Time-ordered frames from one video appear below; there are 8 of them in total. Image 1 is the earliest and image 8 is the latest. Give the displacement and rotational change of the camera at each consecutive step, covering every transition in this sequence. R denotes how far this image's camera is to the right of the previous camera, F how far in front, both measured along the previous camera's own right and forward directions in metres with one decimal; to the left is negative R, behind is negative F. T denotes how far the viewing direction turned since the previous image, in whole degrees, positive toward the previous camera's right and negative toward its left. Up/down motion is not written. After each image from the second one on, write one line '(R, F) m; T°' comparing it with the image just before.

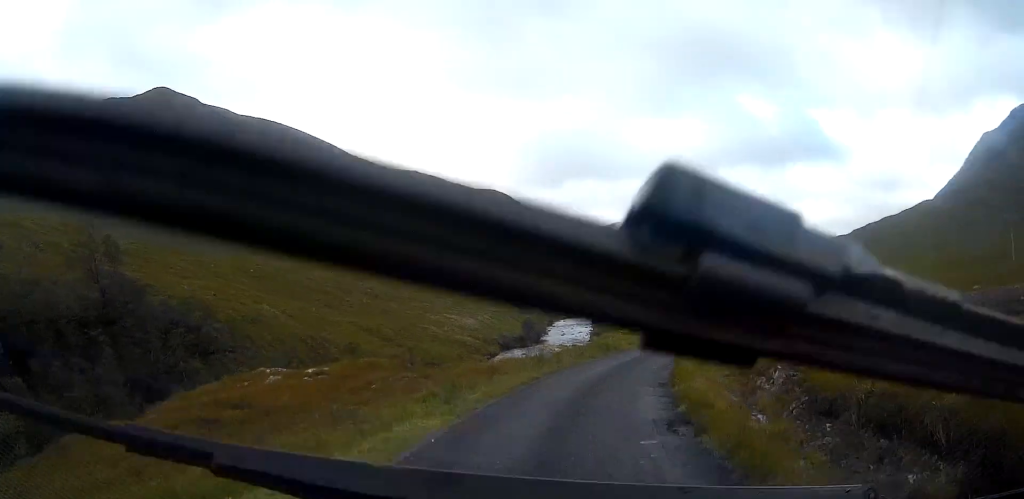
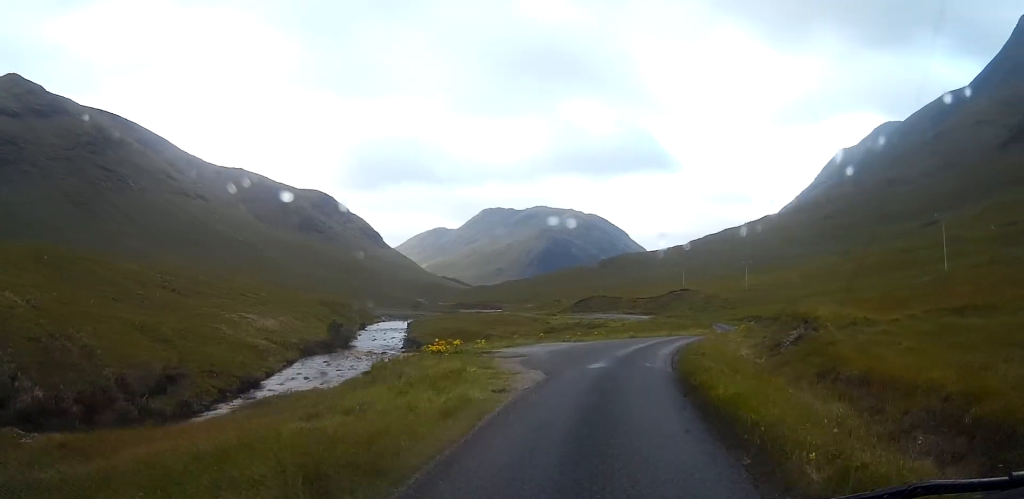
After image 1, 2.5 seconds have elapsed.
(+2.4, +23.1) m; +13°
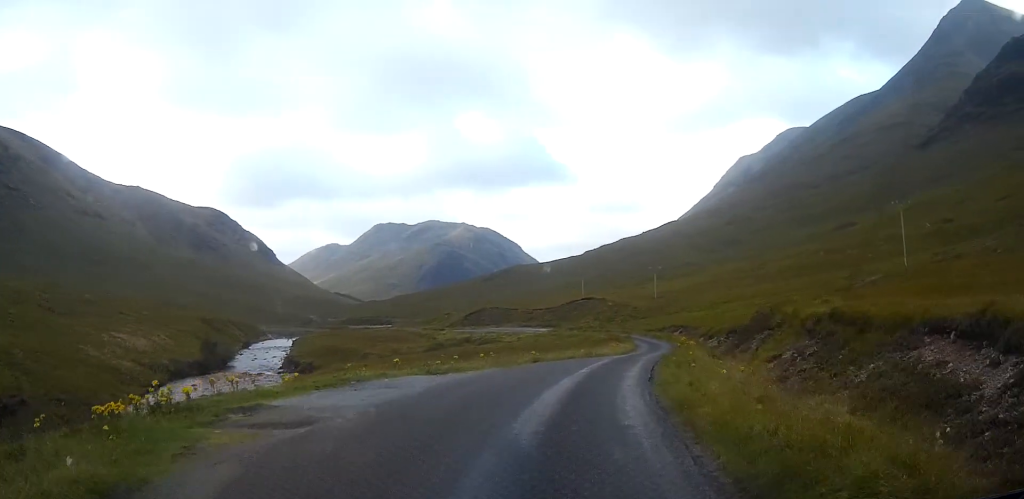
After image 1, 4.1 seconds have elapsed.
(+1.3, +15.3) m; +8°
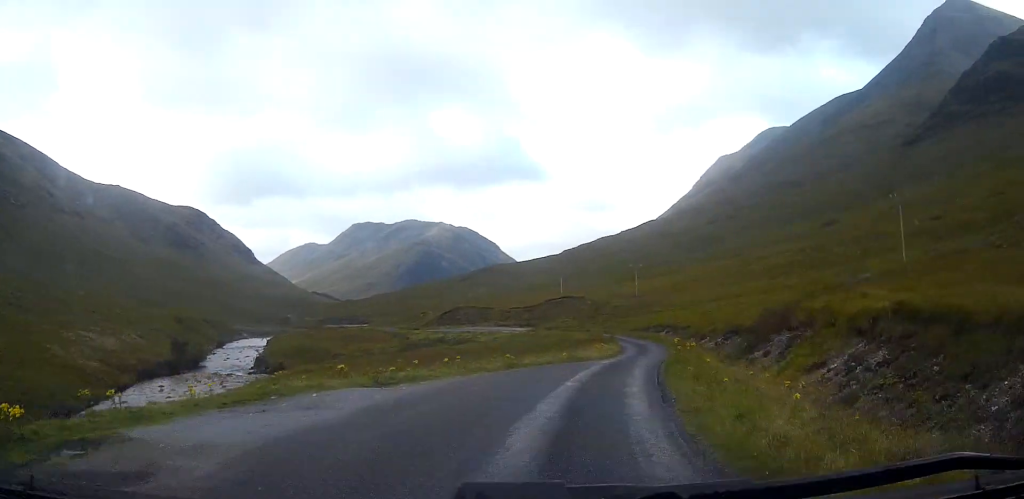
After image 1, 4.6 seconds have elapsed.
(+0.1, +4.9) m; +2°
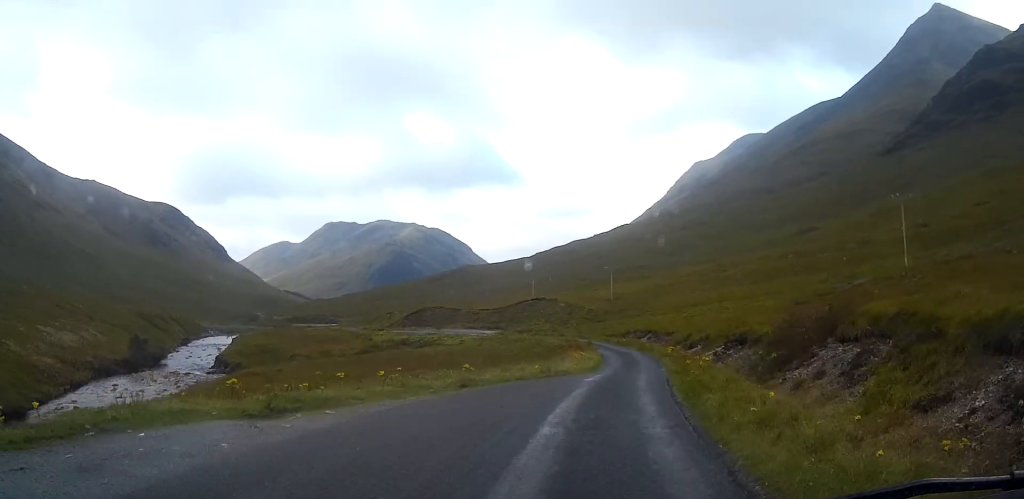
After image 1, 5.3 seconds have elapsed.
(+0.1, +6.5) m; +3°
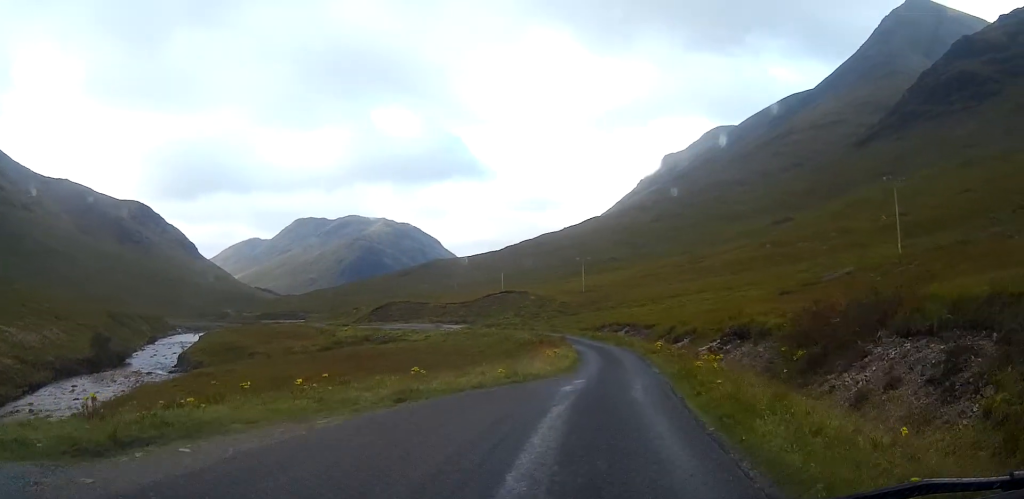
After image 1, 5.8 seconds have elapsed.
(0.0, +4.9) m; +2°
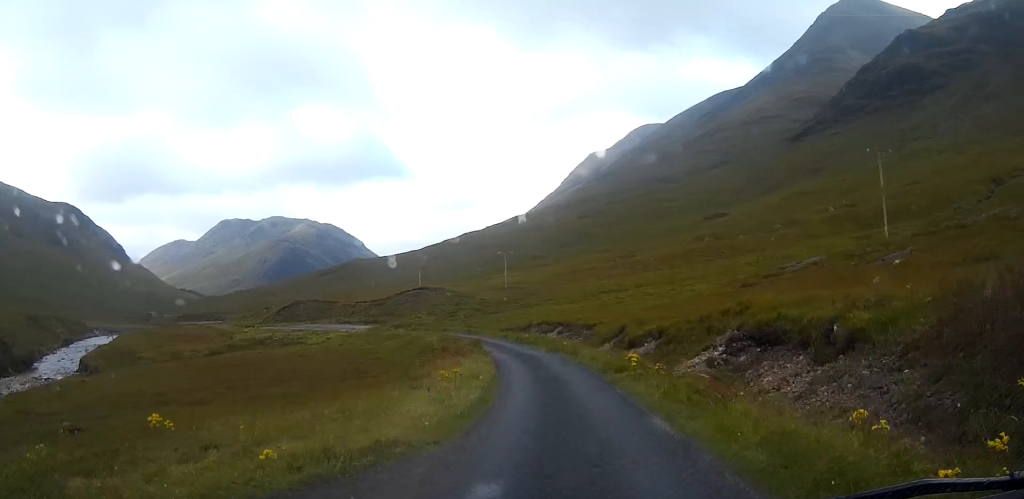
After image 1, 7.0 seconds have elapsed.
(+0.9, +12.2) m; +6°
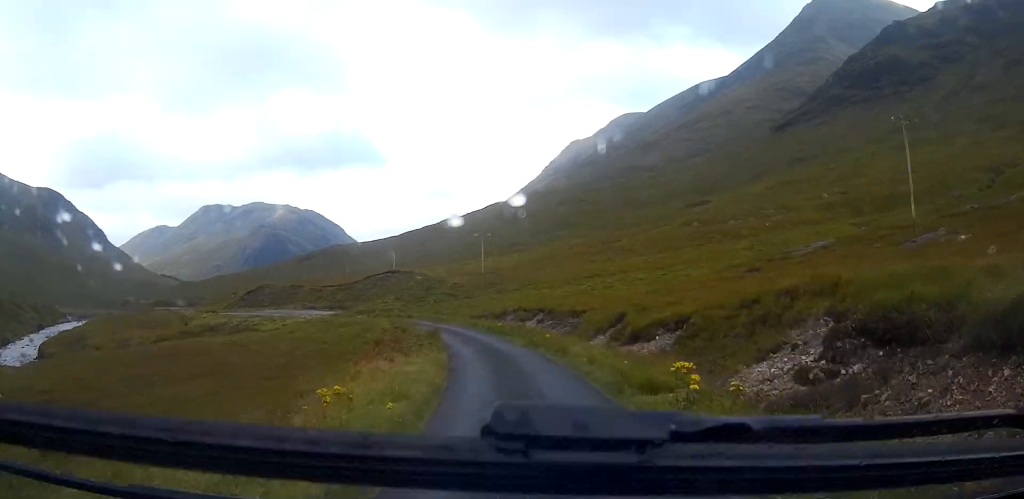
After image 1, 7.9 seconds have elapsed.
(+0.2, +8.4) m; +1°
